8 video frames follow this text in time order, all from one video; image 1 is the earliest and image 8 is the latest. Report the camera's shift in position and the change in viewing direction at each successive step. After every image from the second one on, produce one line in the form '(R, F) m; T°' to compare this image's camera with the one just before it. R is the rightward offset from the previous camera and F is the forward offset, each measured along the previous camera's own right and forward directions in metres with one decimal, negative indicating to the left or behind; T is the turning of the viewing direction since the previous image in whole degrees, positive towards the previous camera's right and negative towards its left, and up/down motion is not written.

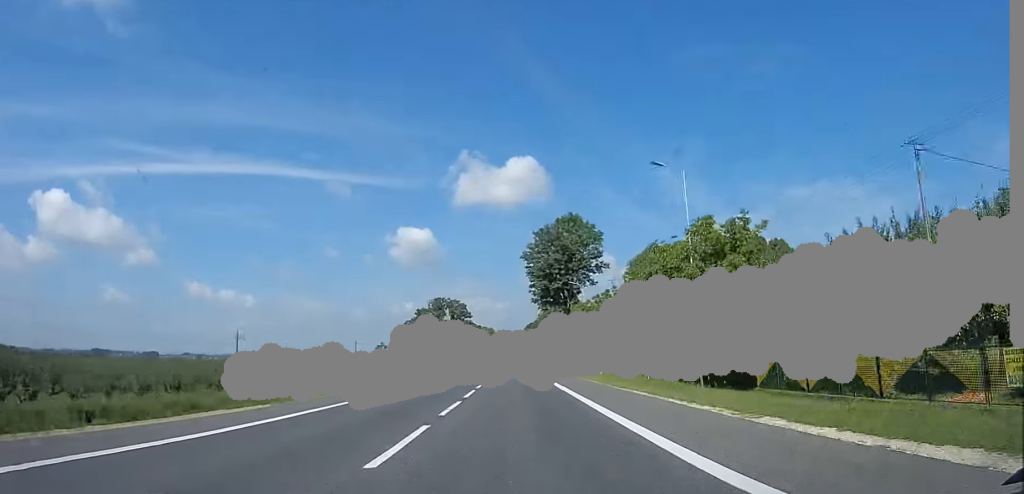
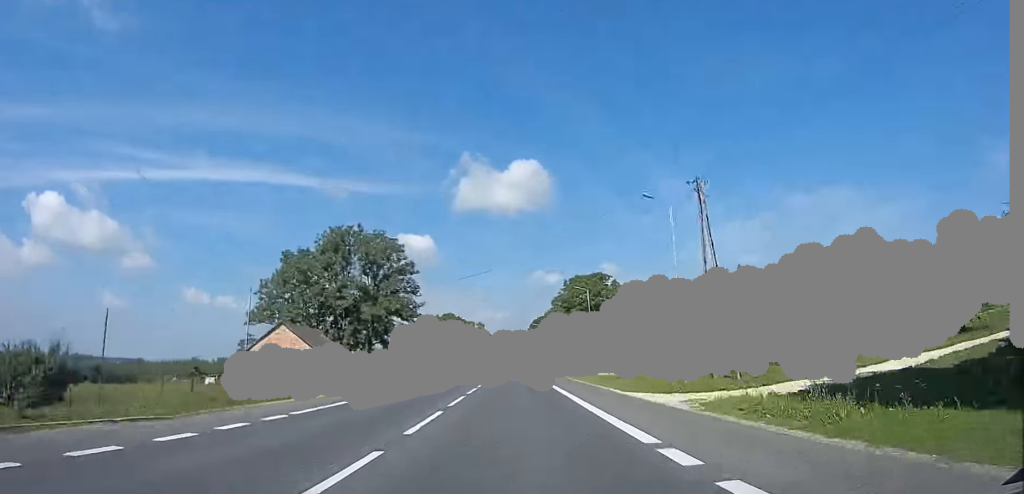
(+0.7, +76.6) m; +2°
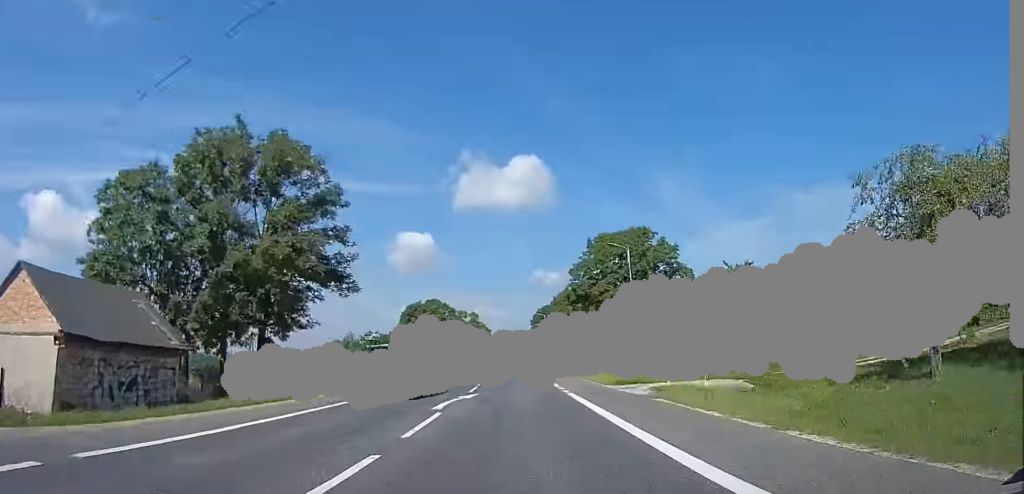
(+0.1, +25.4) m; 0°
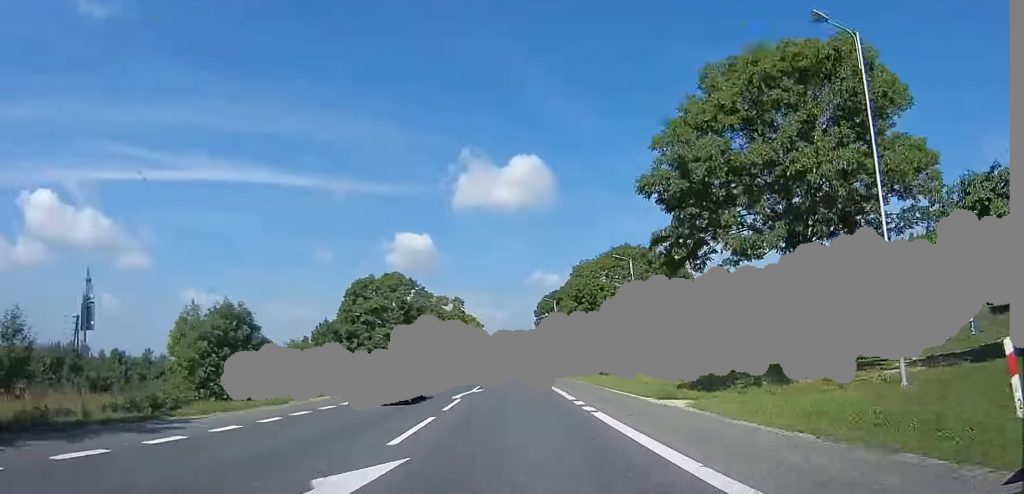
(-0.1, +32.7) m; 0°
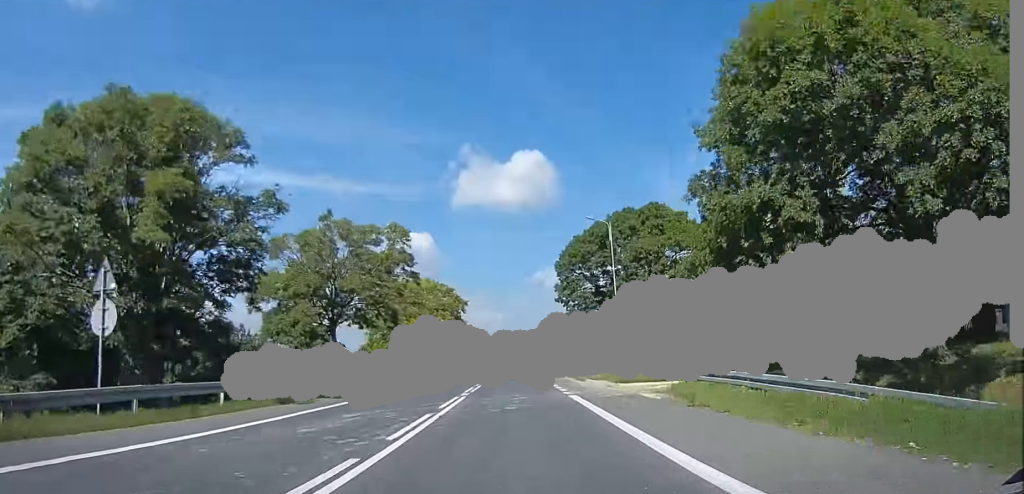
(-0.3, +46.9) m; 0°
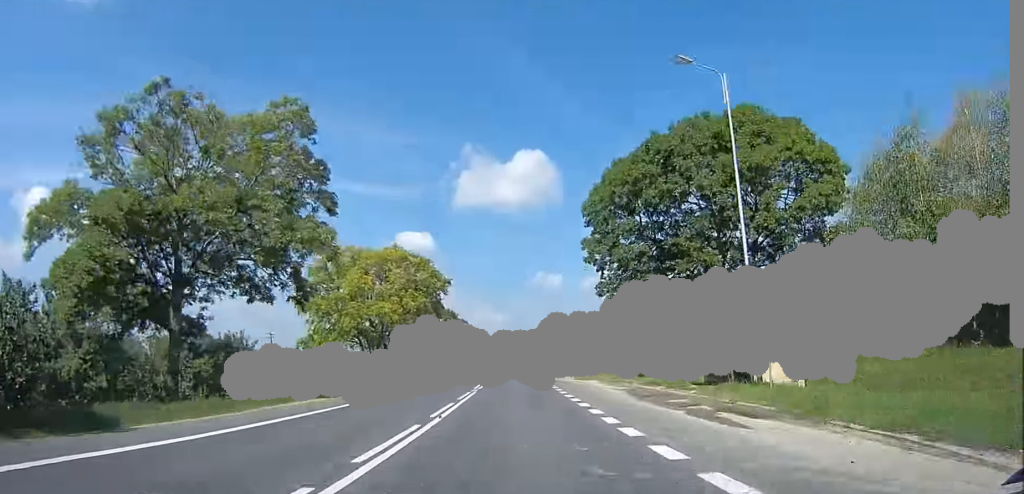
(0.0, +20.4) m; 0°
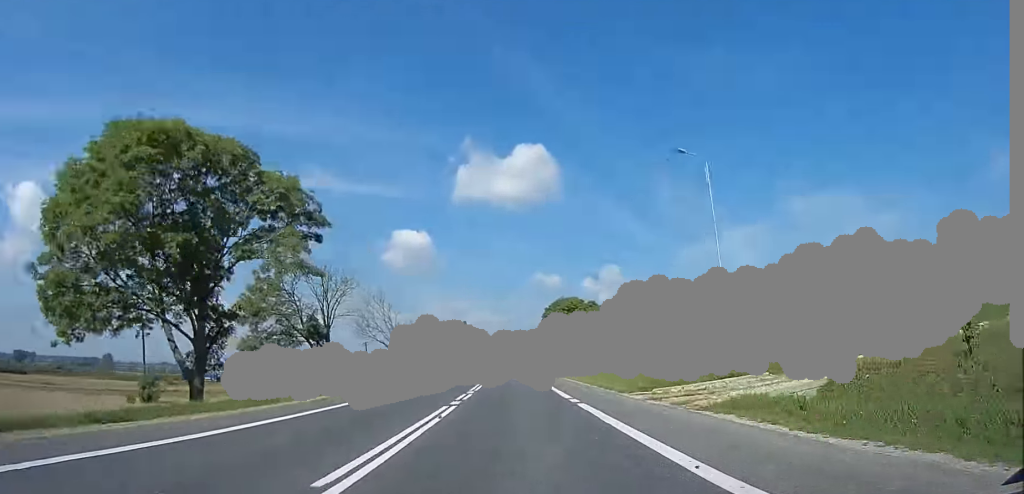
(0.0, +74.9) m; 0°
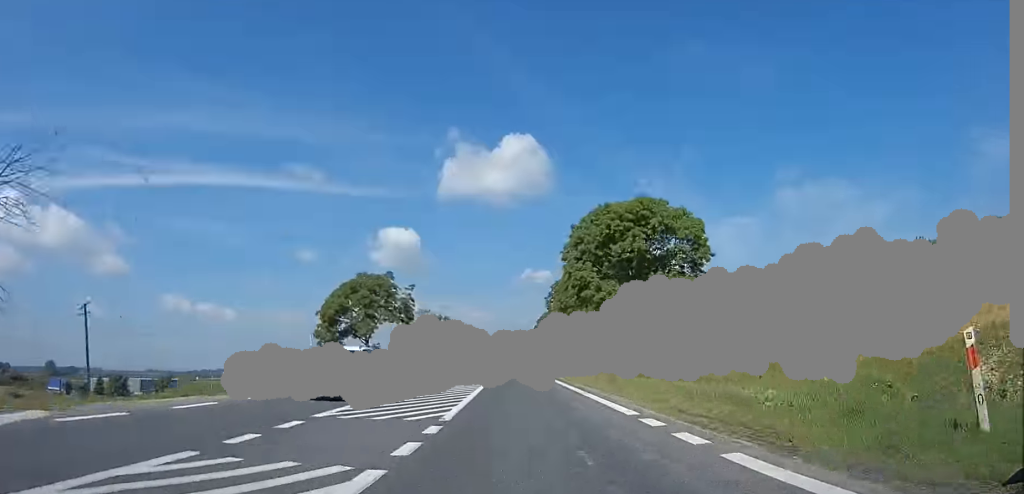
(0.0, +59.8) m; 0°
